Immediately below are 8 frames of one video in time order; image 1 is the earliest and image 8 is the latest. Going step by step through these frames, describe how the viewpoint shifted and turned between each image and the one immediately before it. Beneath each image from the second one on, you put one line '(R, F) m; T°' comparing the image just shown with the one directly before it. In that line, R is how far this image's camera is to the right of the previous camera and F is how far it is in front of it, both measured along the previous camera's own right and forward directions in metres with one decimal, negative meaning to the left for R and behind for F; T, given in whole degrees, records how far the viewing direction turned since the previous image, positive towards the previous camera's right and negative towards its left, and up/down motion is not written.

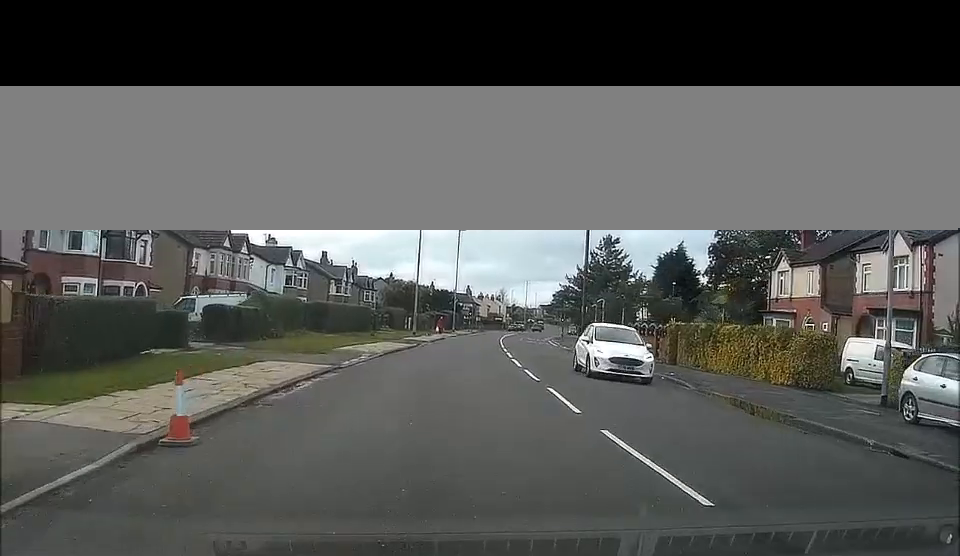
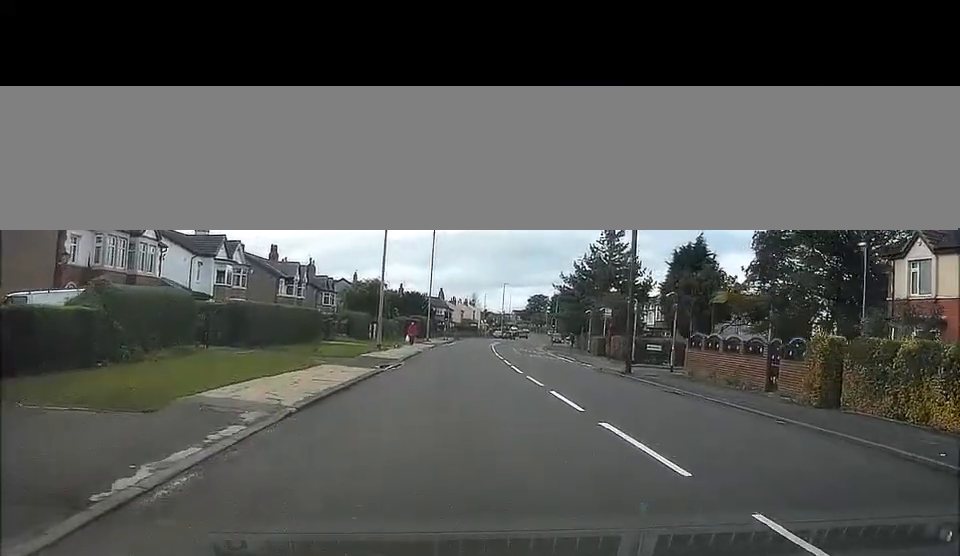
(+0.8, +15.7) m; +5°
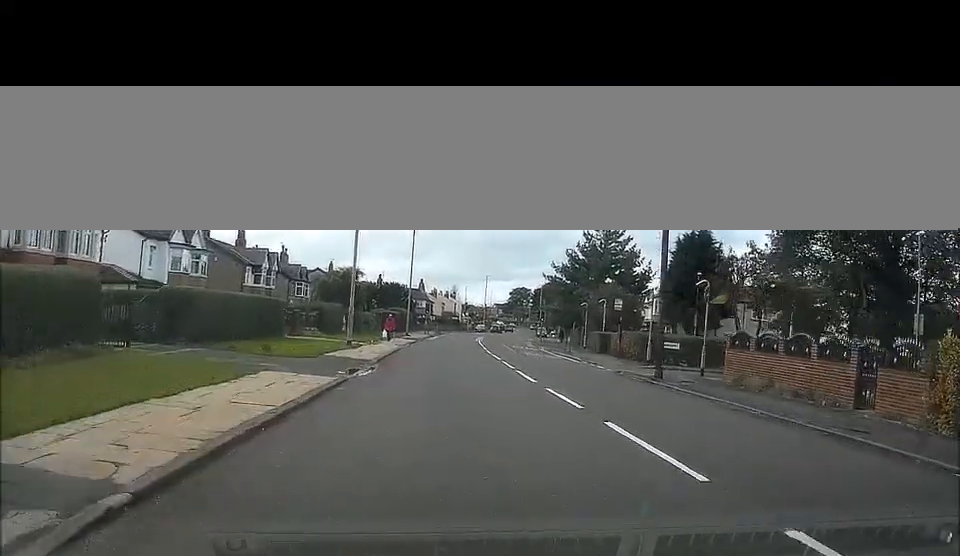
(+0.2, +6.4) m; +1°
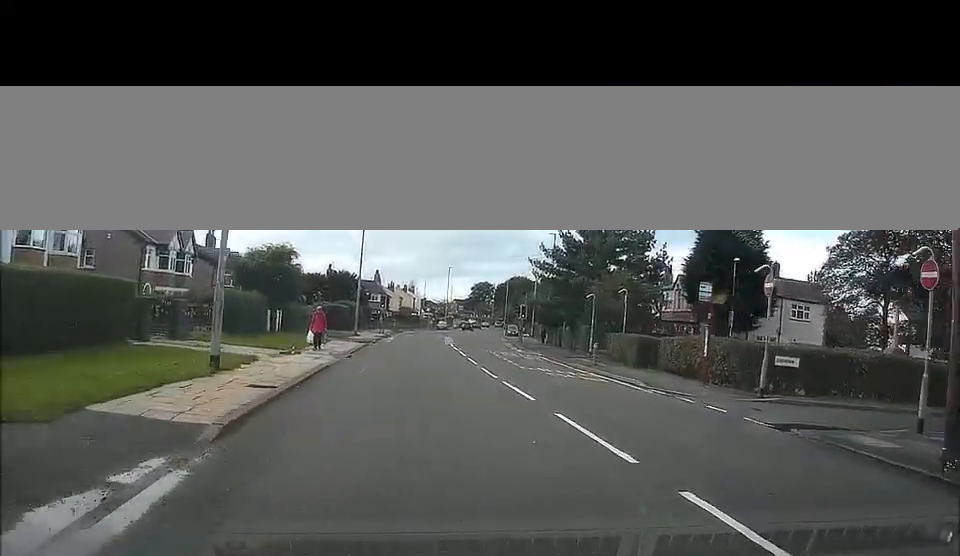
(+0.2, +16.5) m; +1°
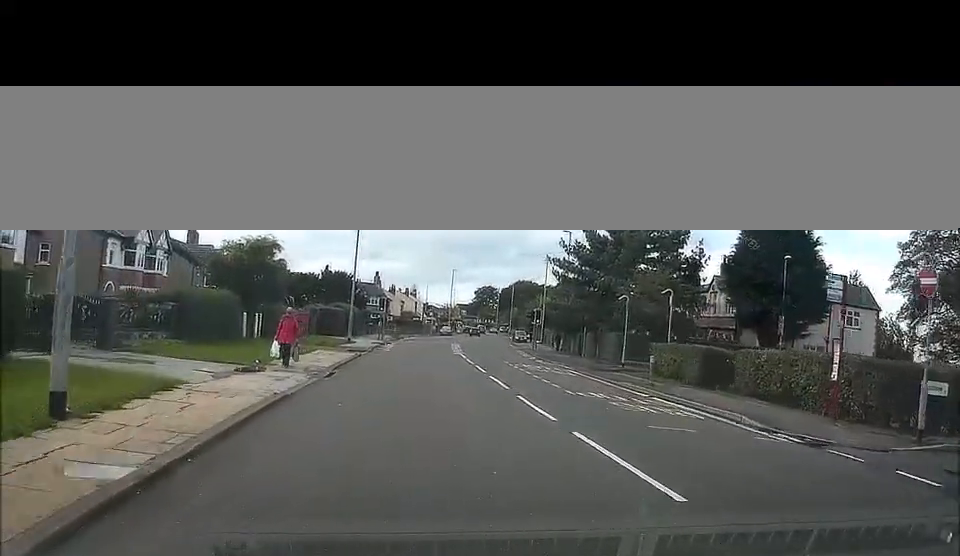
(-0.1, +7.5) m; +1°
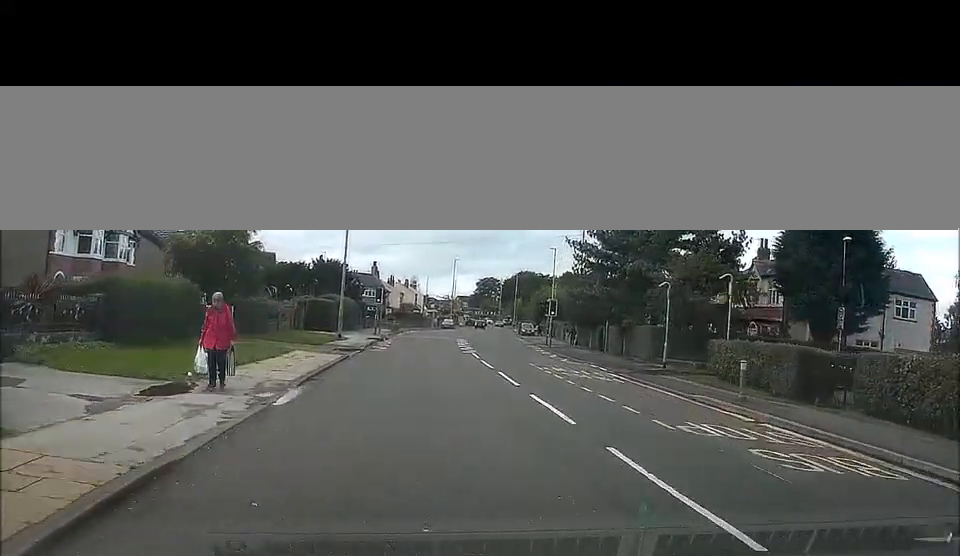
(+0.2, +7.2) m; 0°
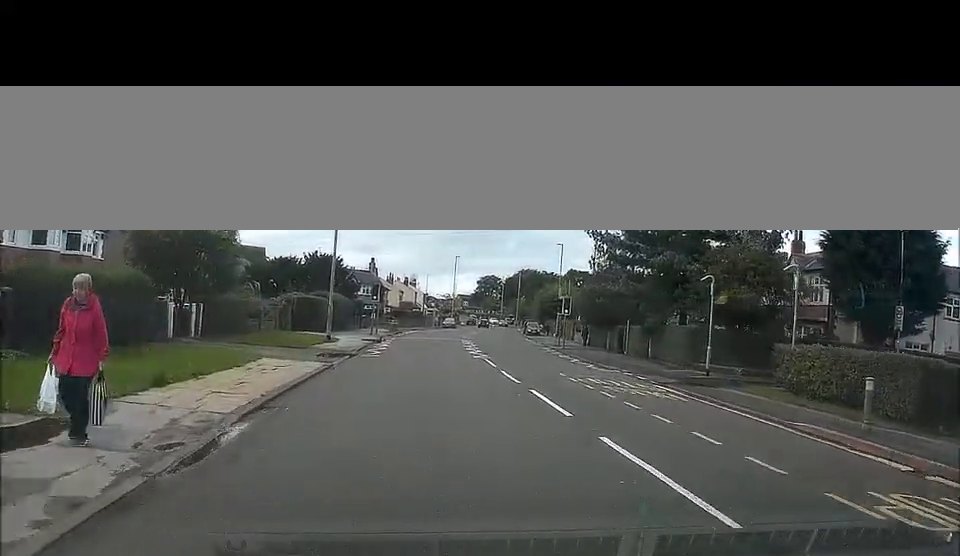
(+0.2, +5.6) m; 0°
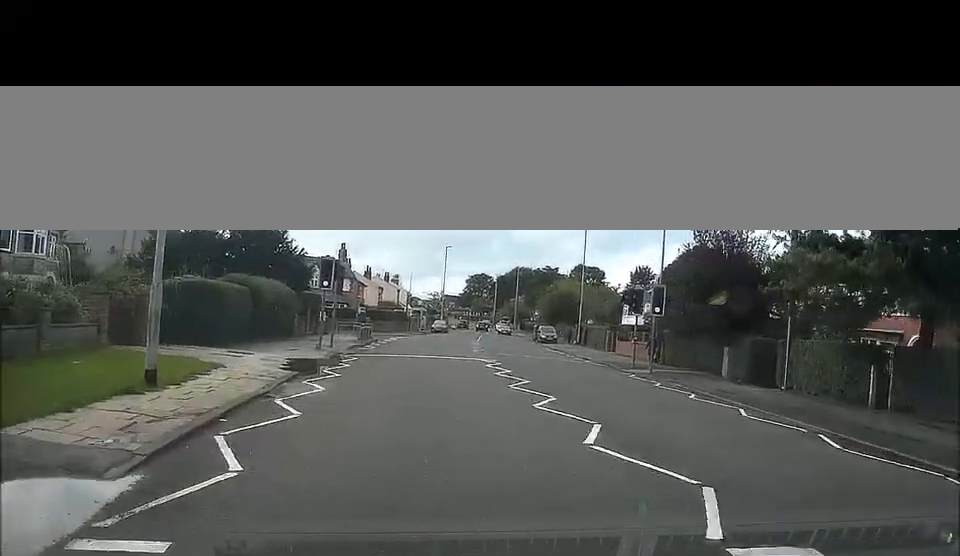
(+0.3, +24.2) m; +1°
